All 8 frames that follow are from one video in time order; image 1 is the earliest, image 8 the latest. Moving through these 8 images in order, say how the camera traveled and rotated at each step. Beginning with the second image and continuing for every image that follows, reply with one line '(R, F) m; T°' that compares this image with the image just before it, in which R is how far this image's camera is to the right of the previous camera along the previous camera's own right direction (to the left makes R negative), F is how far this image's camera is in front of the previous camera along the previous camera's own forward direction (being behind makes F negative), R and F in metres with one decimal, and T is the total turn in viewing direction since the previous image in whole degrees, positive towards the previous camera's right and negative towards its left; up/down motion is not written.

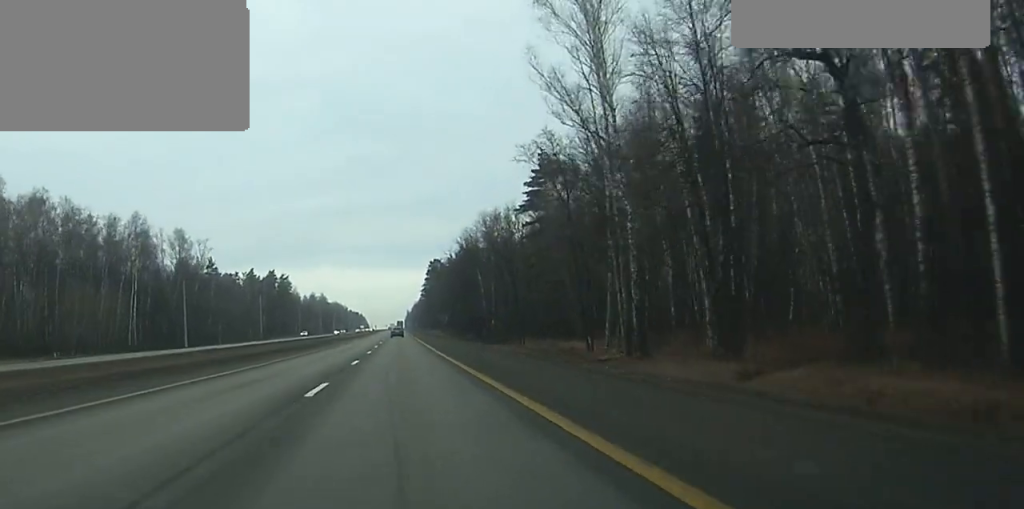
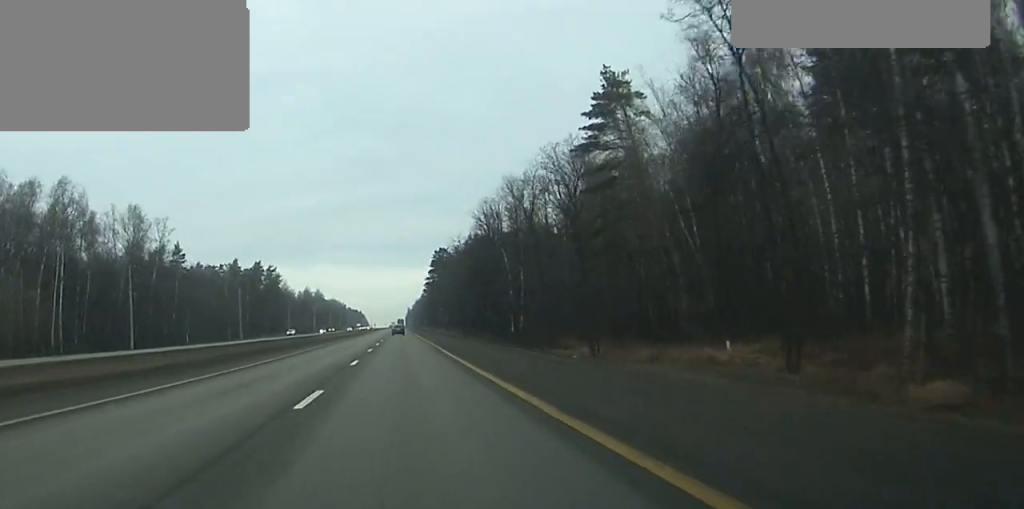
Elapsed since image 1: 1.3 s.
(0.0, +35.1) m; 0°
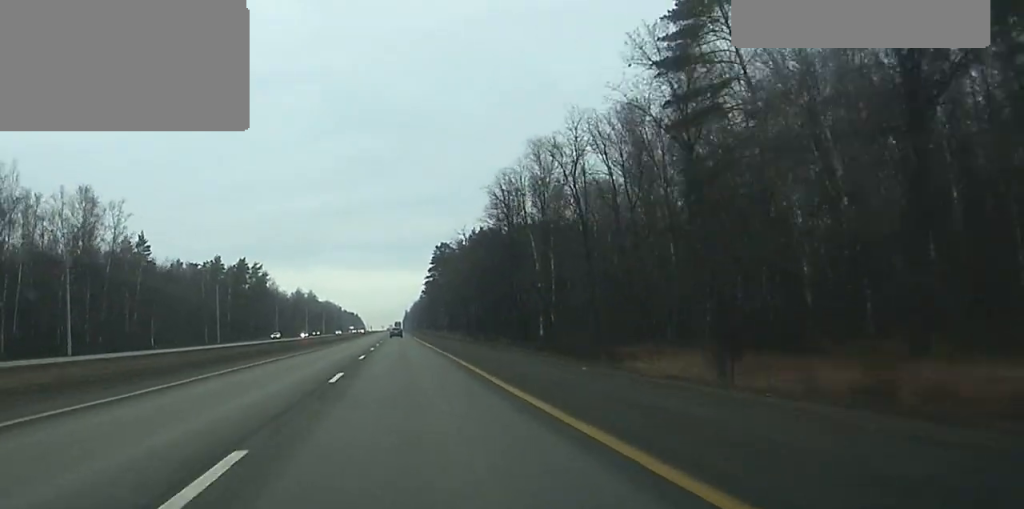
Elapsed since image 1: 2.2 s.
(0.0, +24.2) m; 0°
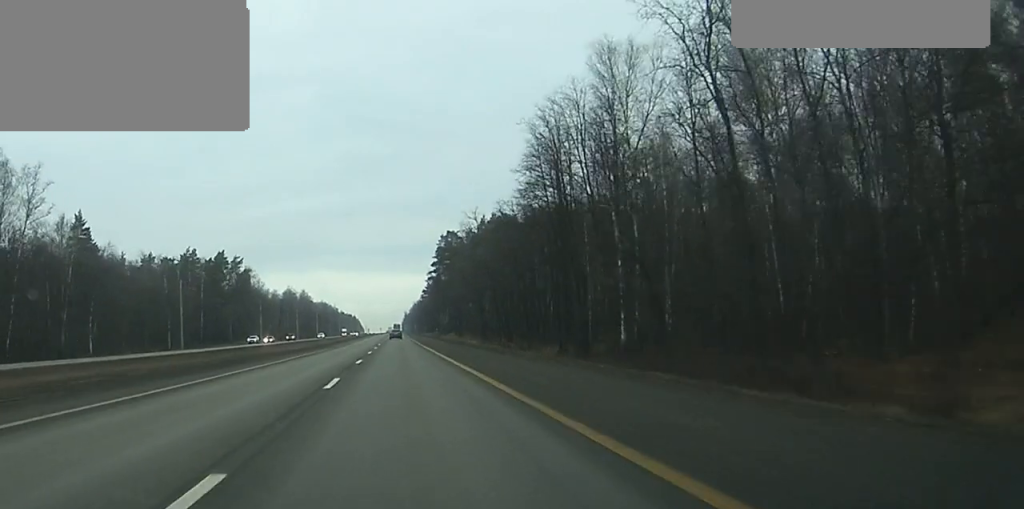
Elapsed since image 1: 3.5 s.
(+0.1, +30.2) m; 0°
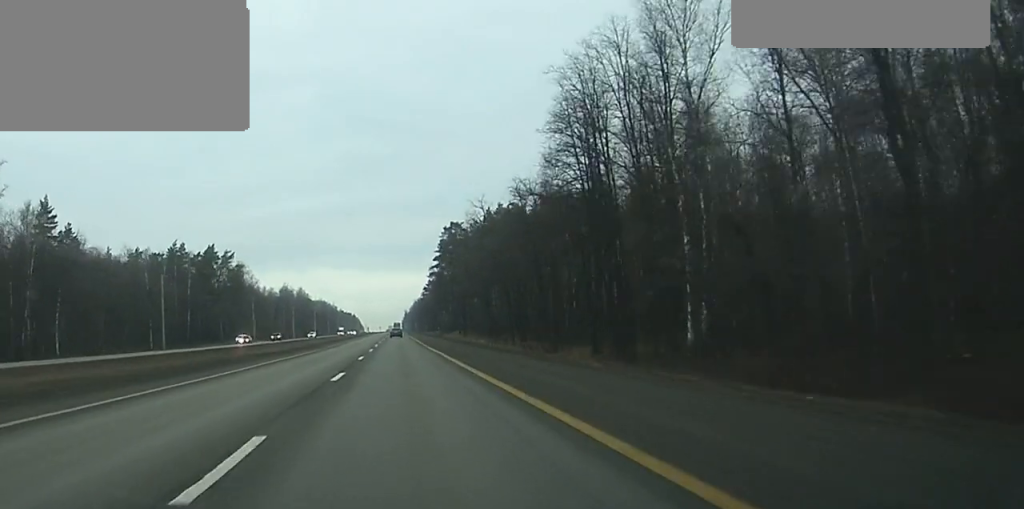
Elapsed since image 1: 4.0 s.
(0.0, +11.7) m; 0°
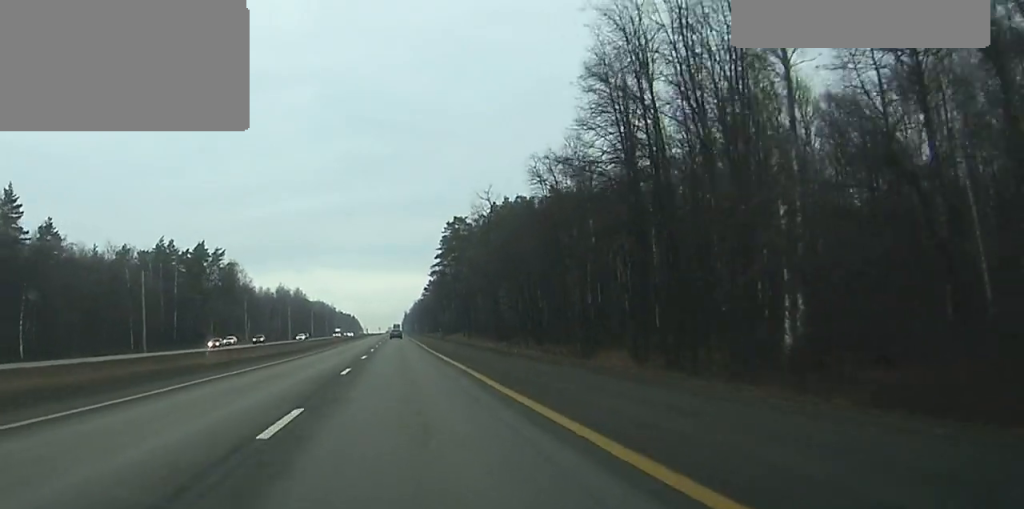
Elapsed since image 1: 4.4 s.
(0.0, +10.0) m; 0°
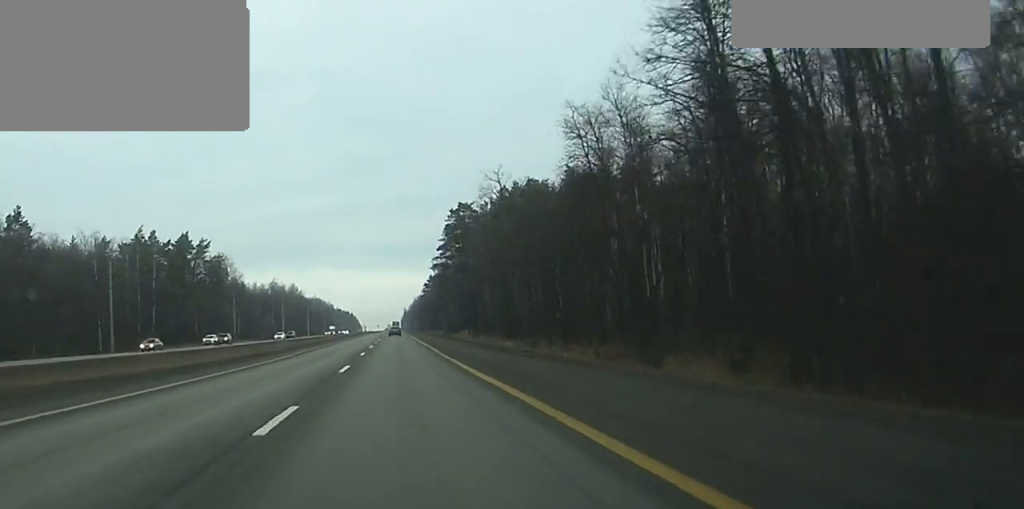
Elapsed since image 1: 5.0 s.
(0.0, +14.1) m; 0°
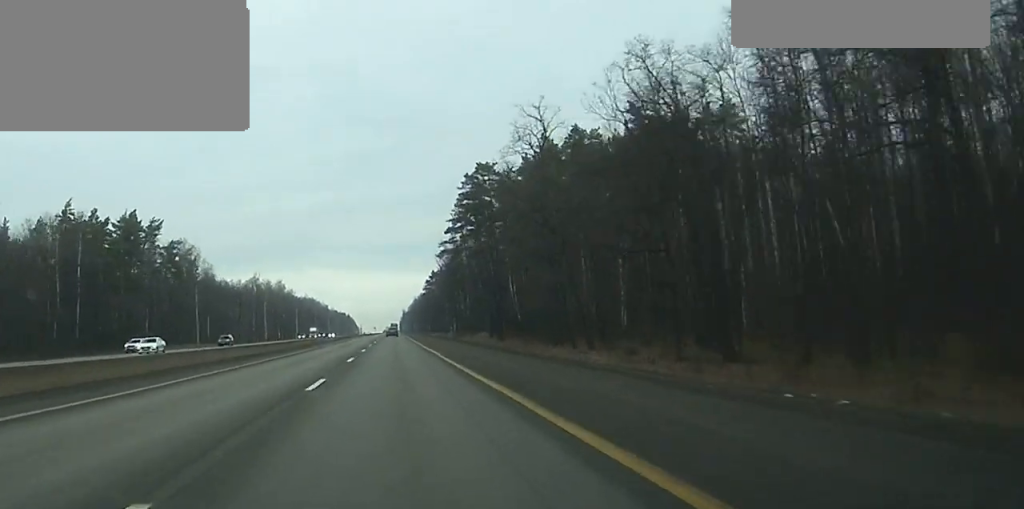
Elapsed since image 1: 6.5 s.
(0.0, +39.8) m; 0°
